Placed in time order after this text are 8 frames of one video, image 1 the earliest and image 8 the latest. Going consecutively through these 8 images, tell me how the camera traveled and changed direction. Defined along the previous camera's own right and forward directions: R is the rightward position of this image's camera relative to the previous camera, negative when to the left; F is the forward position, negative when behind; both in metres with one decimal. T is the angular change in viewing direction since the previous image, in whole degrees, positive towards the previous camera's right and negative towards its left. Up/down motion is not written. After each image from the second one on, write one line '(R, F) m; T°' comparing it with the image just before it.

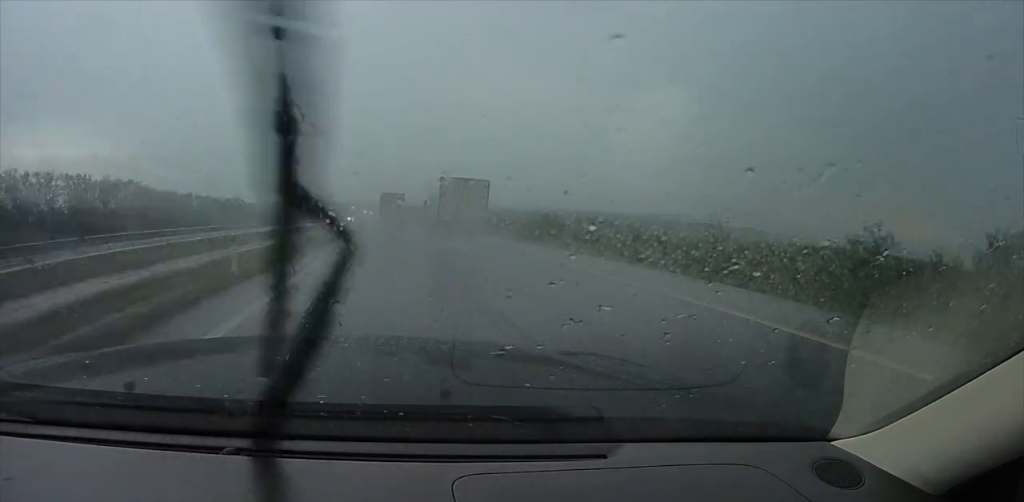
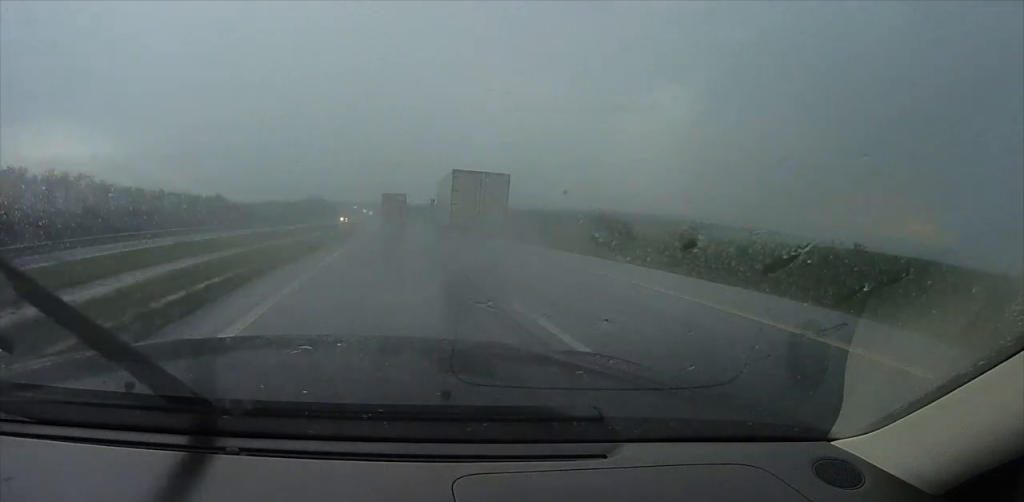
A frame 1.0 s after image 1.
(+0.3, +26.9) m; 0°
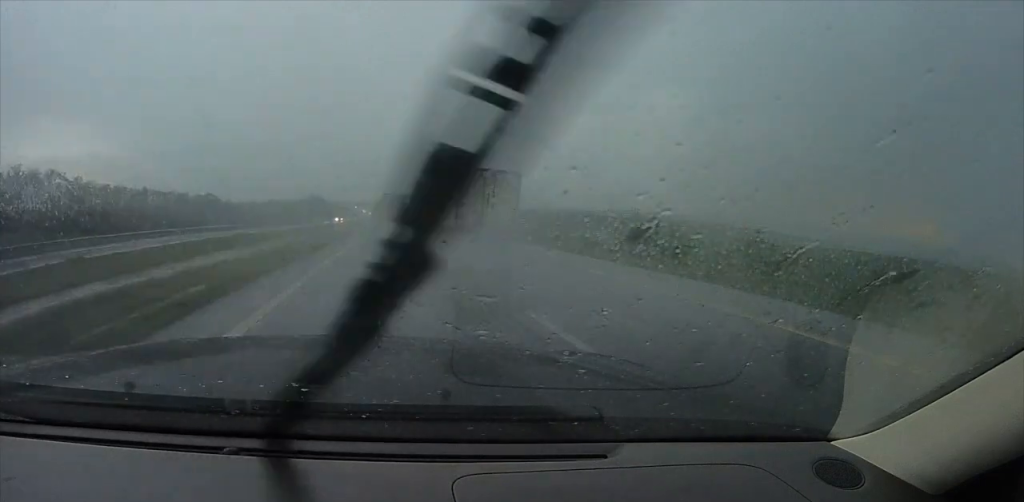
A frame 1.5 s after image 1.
(0.0, +12.9) m; 0°
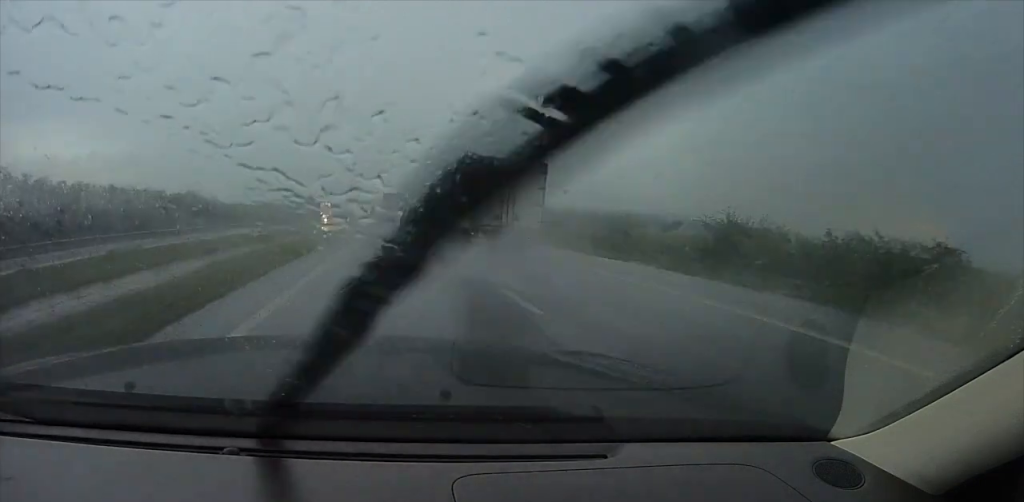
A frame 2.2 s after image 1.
(-0.5, +20.6) m; 0°
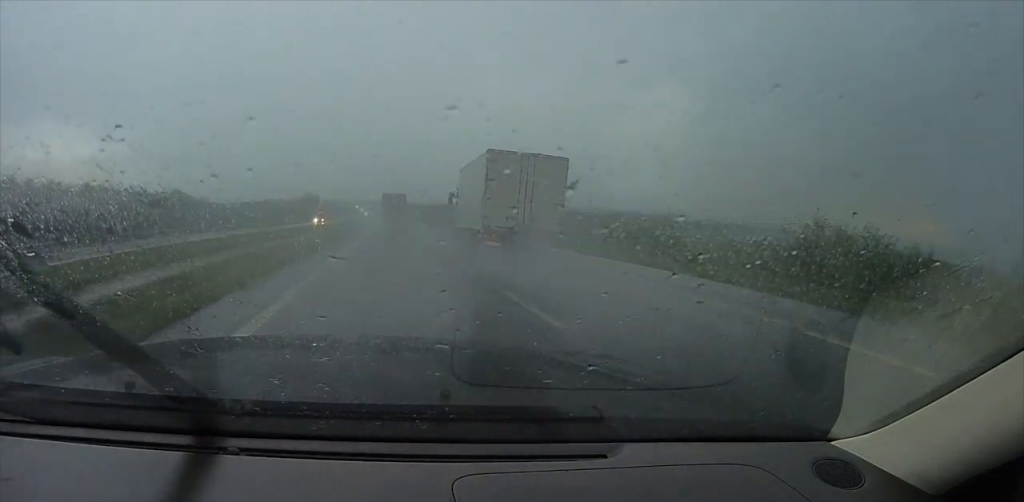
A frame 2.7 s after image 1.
(+0.4, +13.2) m; 0°
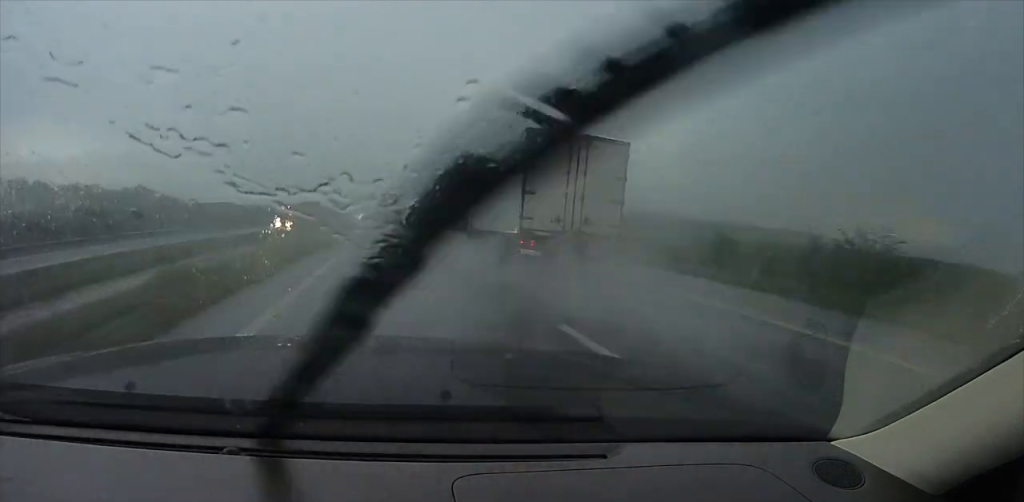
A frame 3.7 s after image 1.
(+0.1, +26.5) m; -1°
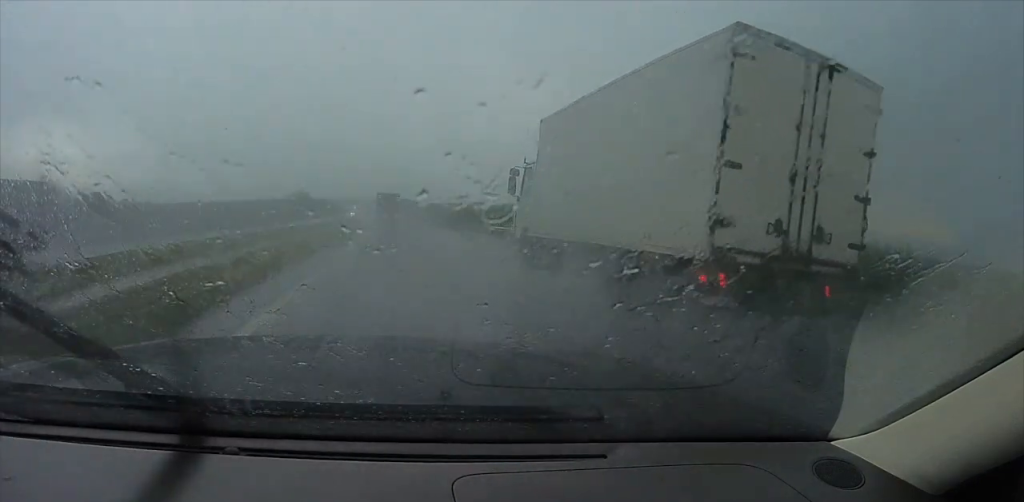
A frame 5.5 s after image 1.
(-0.5, +51.3) m; +1°
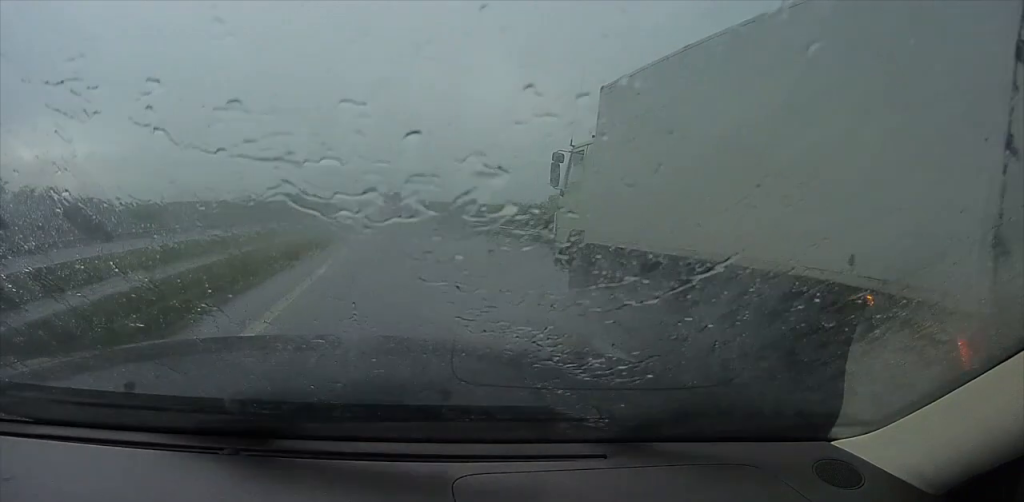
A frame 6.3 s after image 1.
(+0.3, +21.3) m; +1°
